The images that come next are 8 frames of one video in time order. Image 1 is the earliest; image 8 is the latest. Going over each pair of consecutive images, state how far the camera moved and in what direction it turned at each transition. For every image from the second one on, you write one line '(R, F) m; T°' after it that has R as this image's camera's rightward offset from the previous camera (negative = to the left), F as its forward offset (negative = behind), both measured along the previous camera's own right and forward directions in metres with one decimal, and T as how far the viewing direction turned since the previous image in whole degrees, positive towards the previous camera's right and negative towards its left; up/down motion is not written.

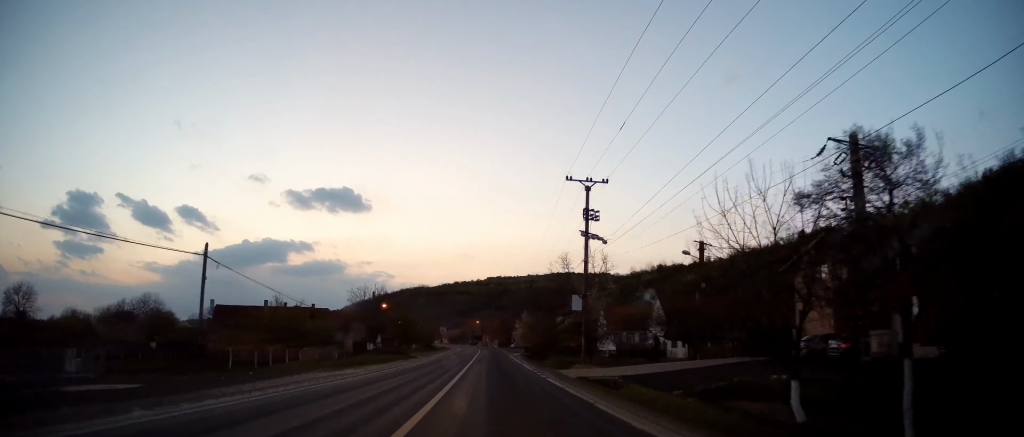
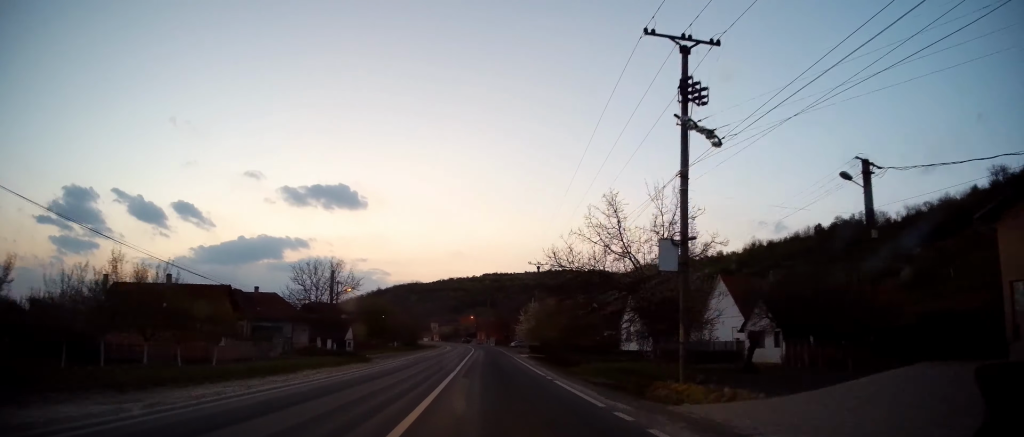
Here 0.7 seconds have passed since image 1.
(+0.3, +17.8) m; +1°
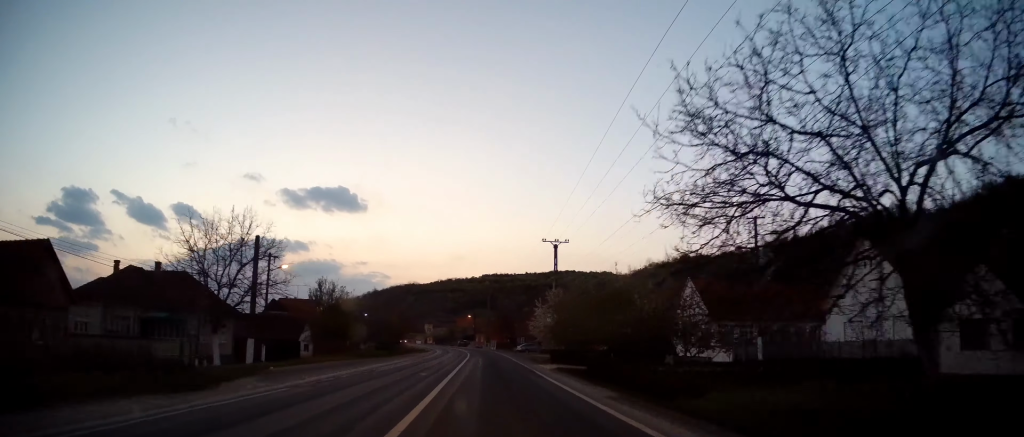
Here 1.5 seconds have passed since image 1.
(+0.1, +18.6) m; +1°
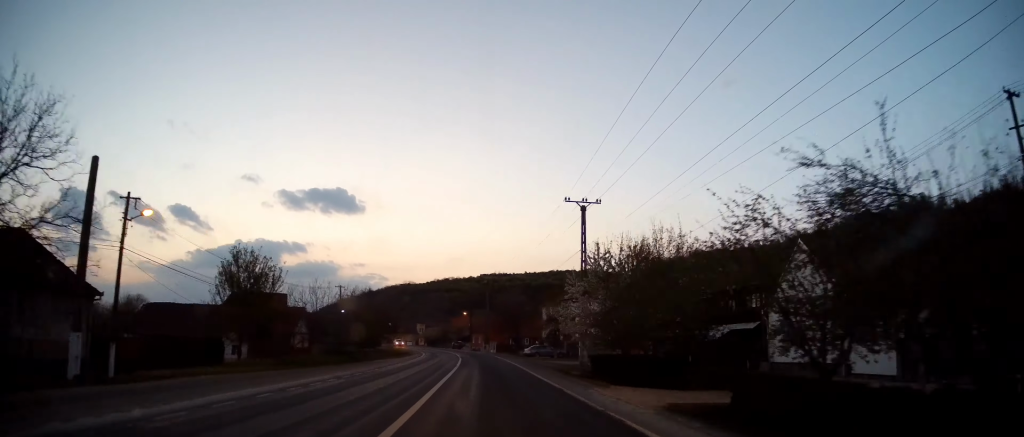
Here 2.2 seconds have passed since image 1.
(0.0, +17.0) m; 0°
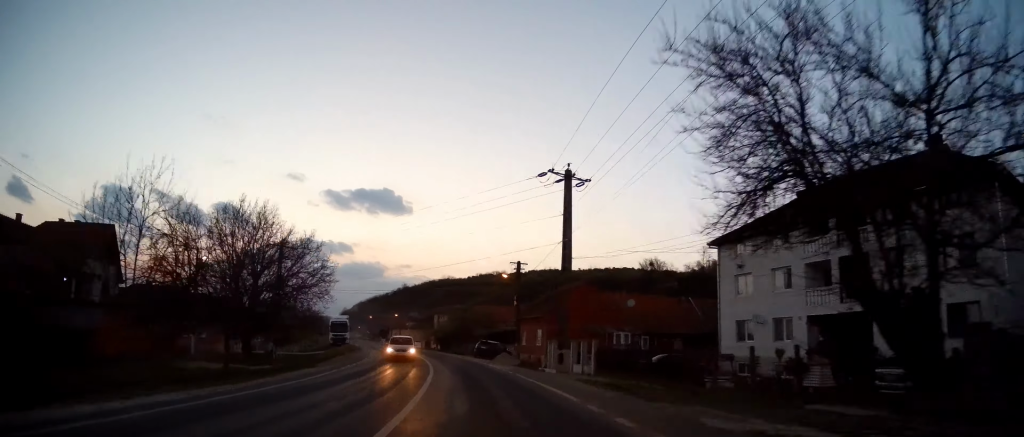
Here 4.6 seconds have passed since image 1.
(-0.9, +58.7) m; -4°
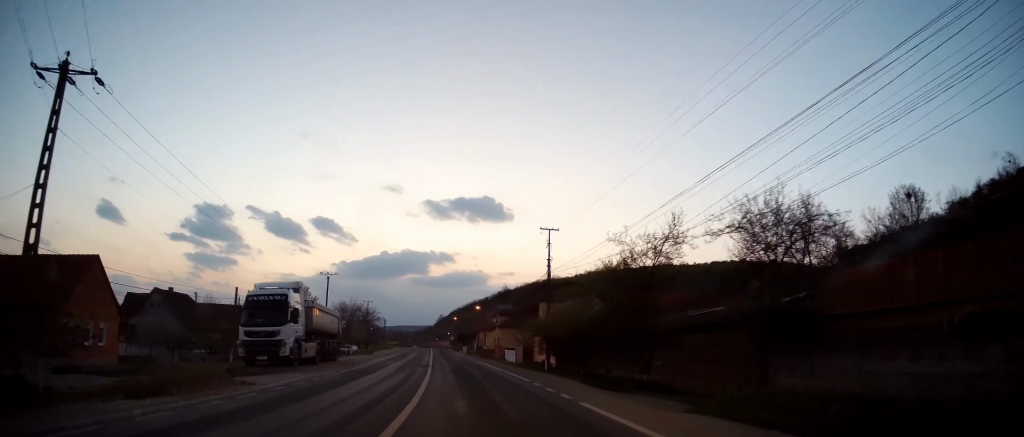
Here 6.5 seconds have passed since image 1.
(-2.7, +44.6) m; -8°
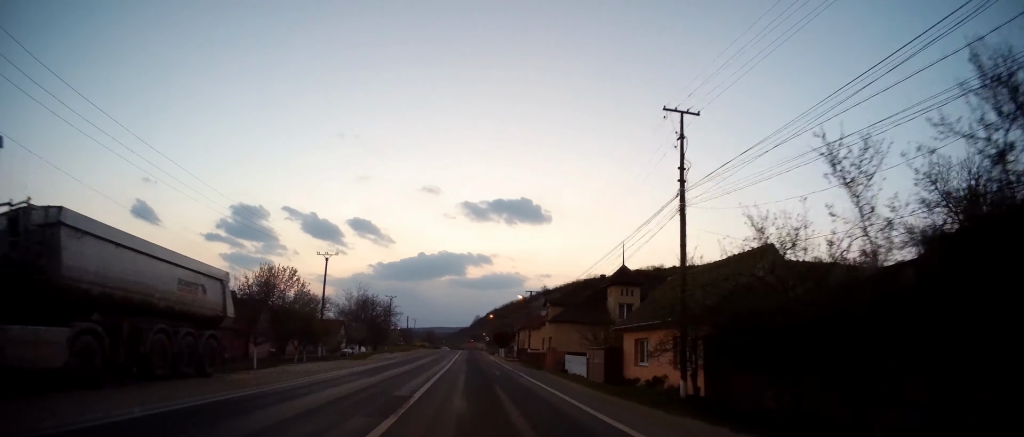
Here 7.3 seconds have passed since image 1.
(-0.7, +19.2) m; -4°
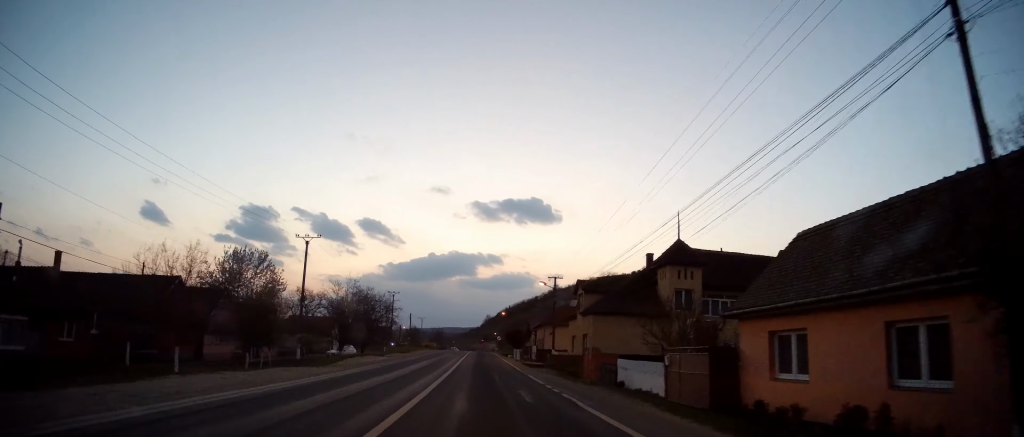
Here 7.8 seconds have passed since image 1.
(-0.2, +11.2) m; -2°
